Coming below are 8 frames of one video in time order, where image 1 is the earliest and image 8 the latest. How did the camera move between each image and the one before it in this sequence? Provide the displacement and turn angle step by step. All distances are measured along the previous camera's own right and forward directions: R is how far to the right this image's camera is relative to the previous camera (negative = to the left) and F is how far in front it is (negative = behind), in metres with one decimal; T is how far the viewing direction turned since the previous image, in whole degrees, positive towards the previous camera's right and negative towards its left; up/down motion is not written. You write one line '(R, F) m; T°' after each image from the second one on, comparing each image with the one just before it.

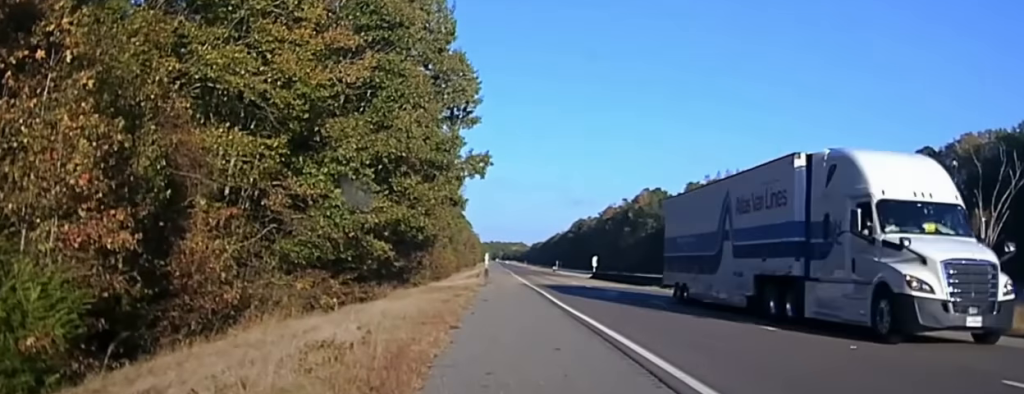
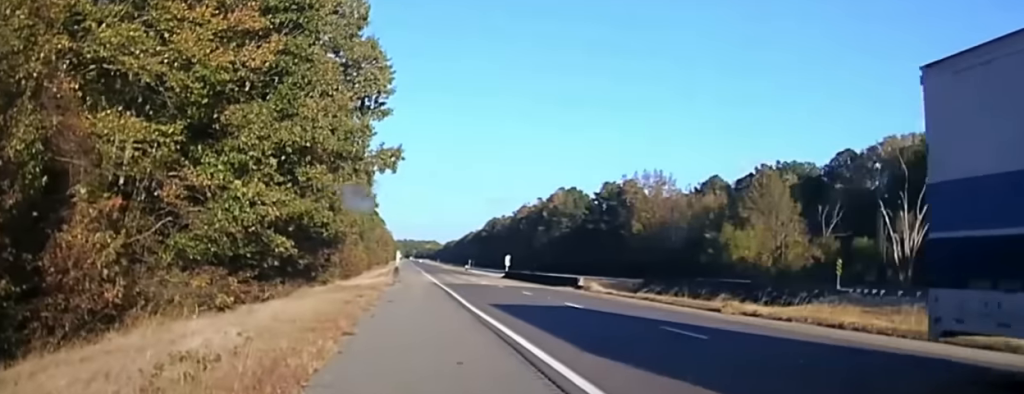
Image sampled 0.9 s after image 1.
(-0.2, +2.2) m; +9°
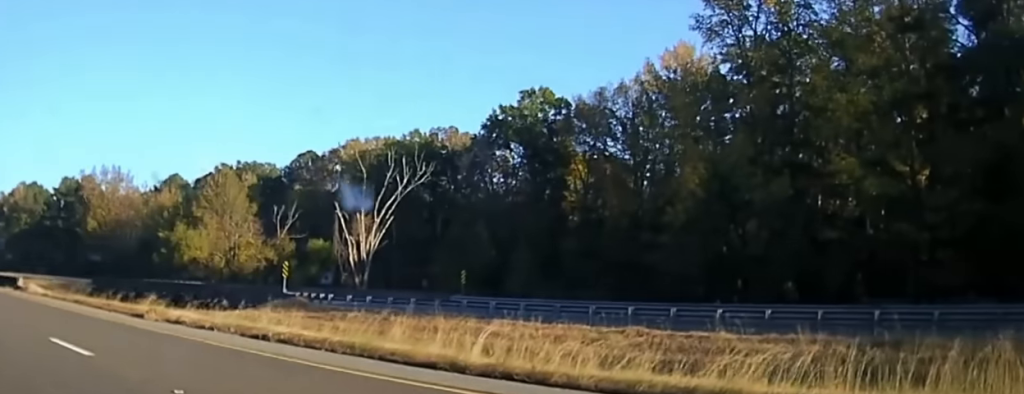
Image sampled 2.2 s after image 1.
(+0.9, +2.7) m; +30°
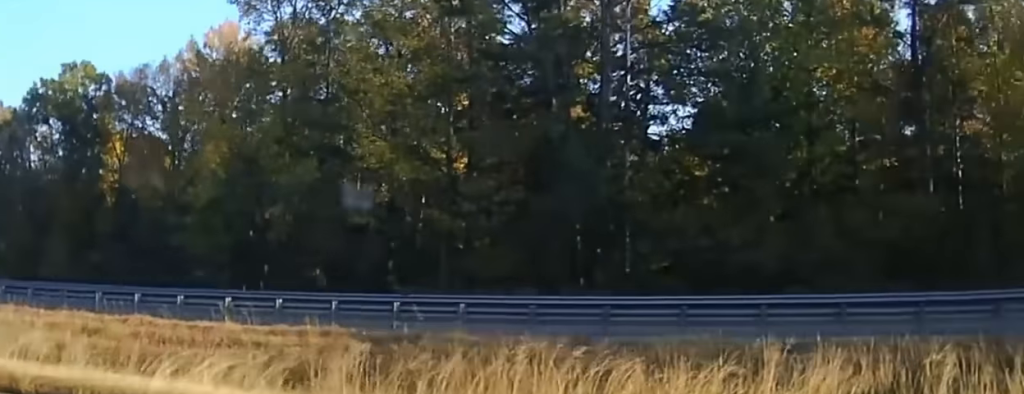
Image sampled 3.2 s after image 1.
(+0.3, +1.6) m; +26°
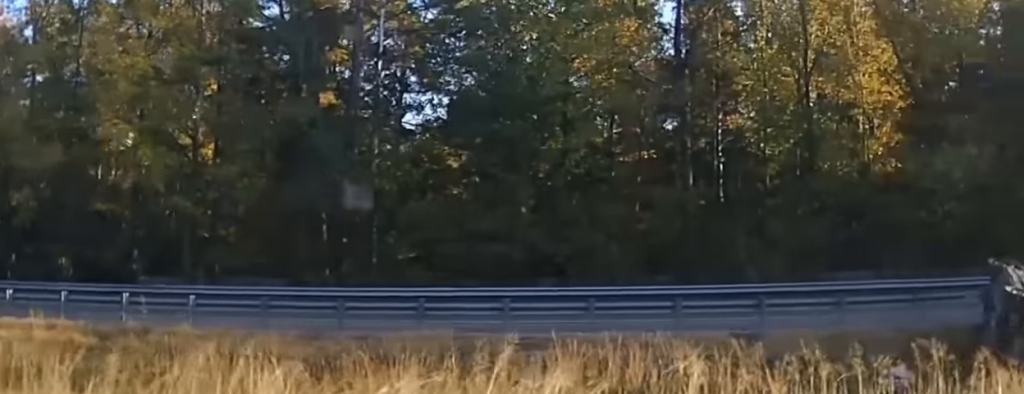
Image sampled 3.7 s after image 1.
(+0.2, +1.0) m; +13°
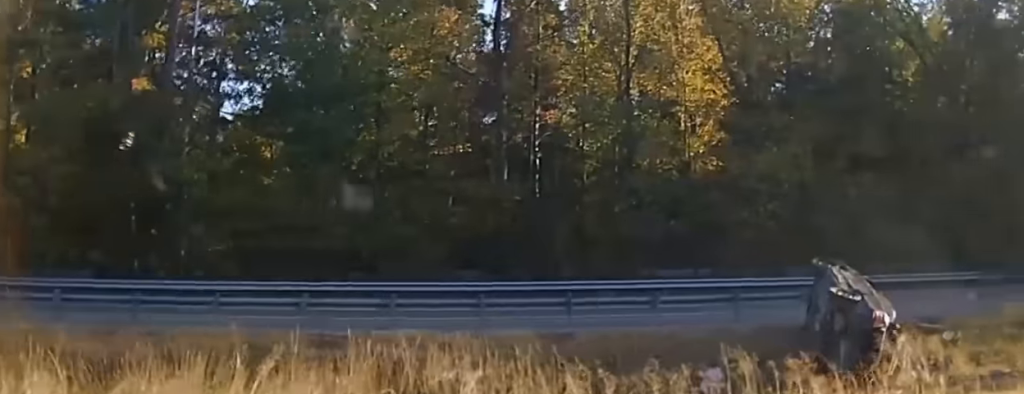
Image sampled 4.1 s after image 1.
(+0.1, +0.9) m; +14°
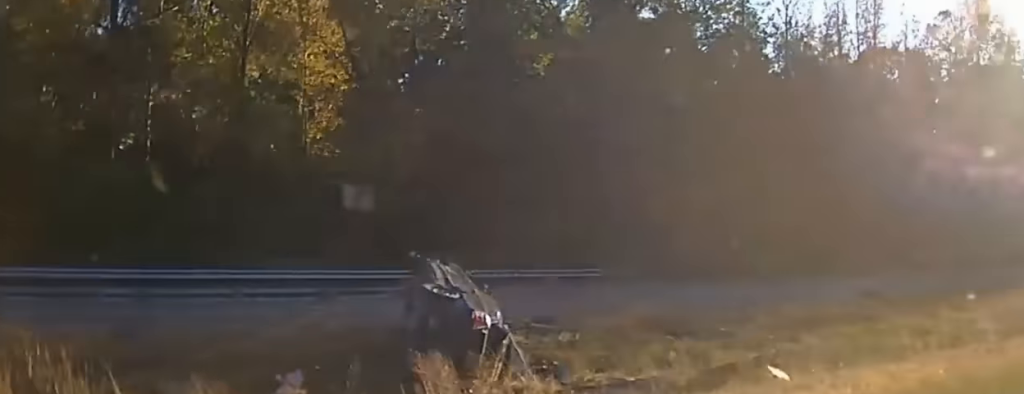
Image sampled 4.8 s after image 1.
(-0.1, +1.6) m; +27°
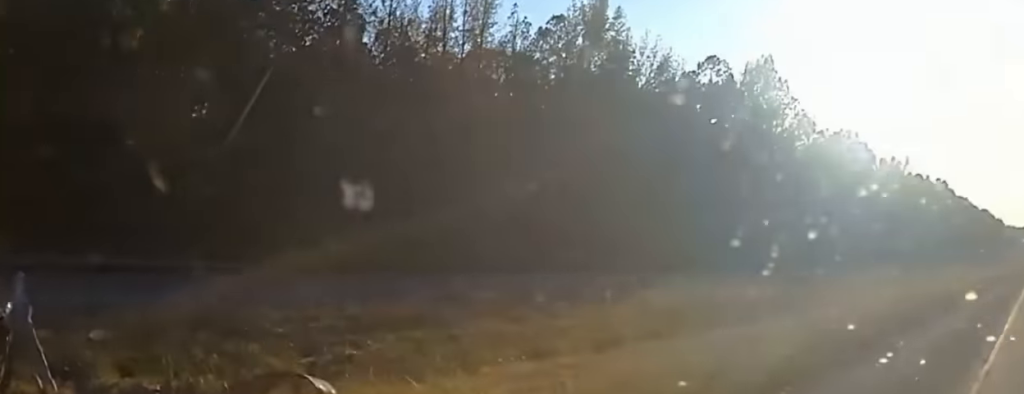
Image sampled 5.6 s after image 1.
(+0.9, +2.6) m; +35°
